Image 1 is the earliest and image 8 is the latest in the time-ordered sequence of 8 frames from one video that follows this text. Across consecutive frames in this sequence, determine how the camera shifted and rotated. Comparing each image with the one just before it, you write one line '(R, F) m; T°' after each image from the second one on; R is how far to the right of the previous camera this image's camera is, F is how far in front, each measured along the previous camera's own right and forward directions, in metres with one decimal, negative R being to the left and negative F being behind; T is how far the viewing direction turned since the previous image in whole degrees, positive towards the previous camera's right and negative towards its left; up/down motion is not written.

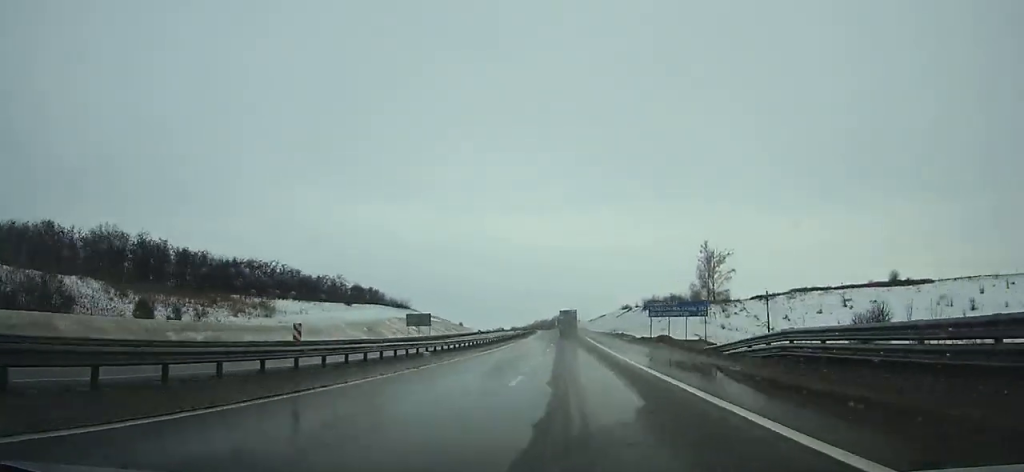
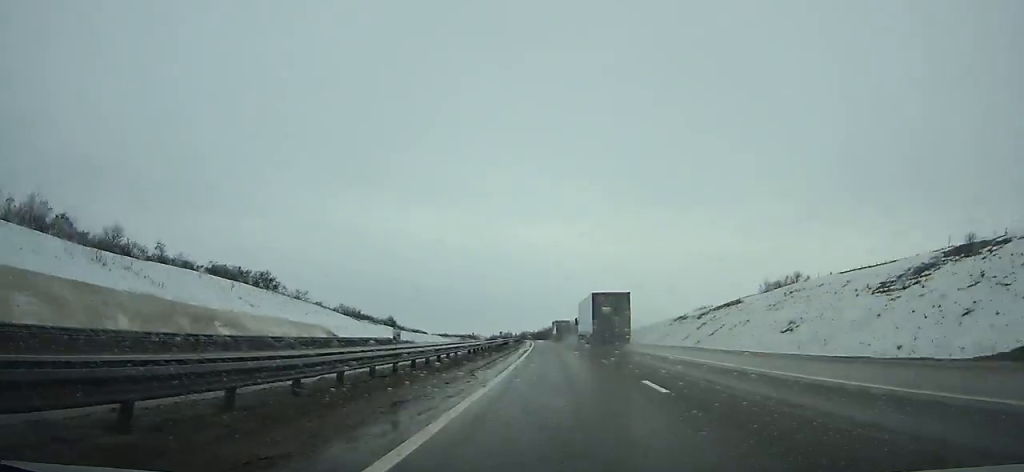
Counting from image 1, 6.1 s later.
(-3.2, +178.7) m; -3°
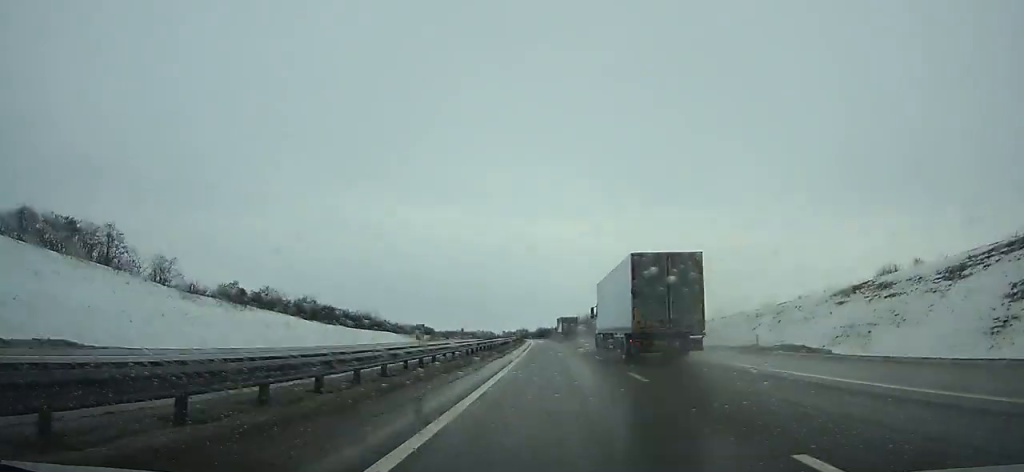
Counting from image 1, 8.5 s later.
(-1.1, +68.3) m; -2°
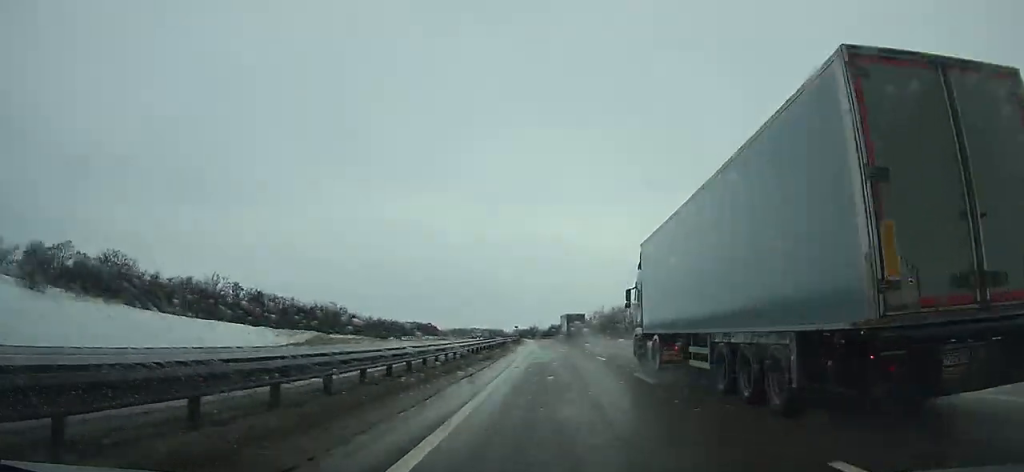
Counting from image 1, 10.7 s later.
(-0.8, +61.5) m; -2°
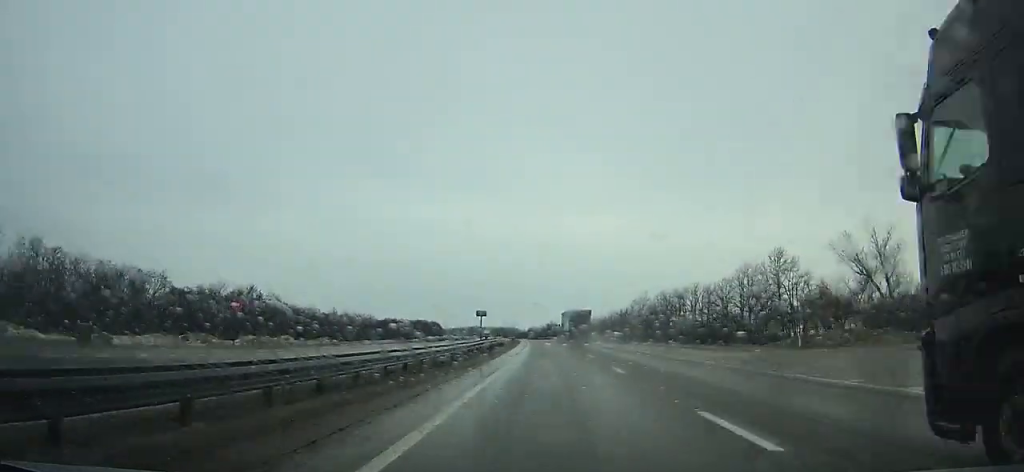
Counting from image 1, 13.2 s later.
(-0.8, +68.7) m; -2°
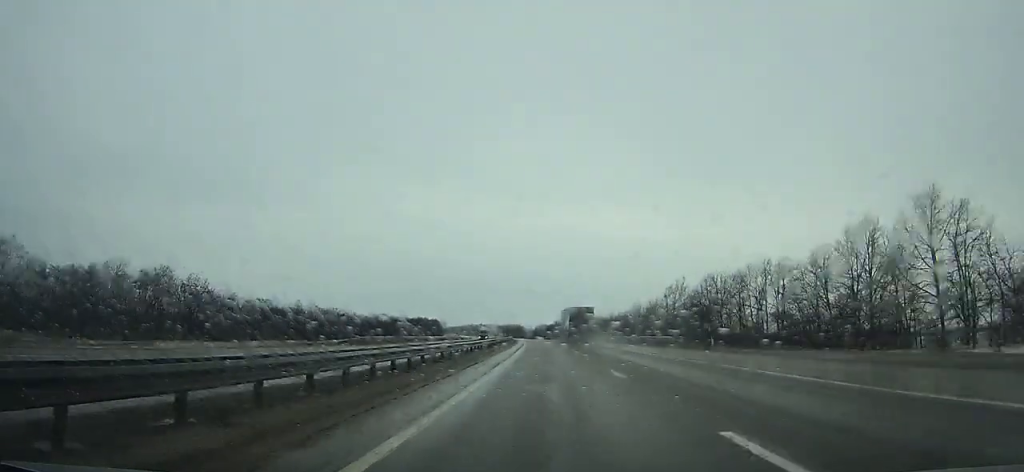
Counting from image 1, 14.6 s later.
(-0.6, +38.3) m; -1°
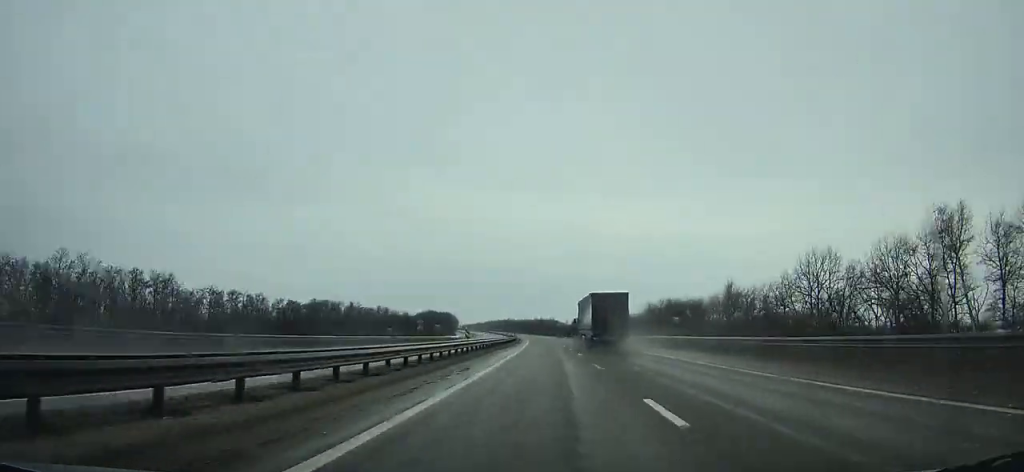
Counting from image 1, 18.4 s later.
(-2.9, +103.5) m; -3°
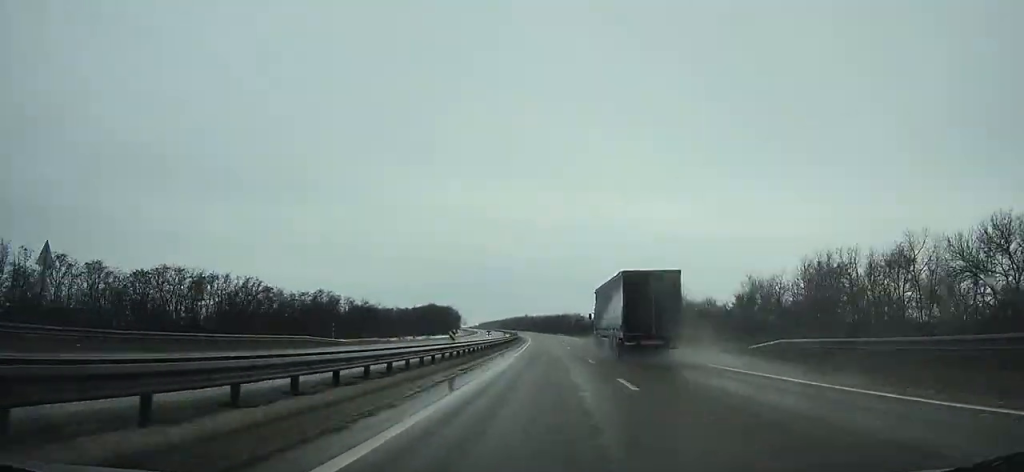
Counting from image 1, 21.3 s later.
(-1.6, +79.6) m; -2°
